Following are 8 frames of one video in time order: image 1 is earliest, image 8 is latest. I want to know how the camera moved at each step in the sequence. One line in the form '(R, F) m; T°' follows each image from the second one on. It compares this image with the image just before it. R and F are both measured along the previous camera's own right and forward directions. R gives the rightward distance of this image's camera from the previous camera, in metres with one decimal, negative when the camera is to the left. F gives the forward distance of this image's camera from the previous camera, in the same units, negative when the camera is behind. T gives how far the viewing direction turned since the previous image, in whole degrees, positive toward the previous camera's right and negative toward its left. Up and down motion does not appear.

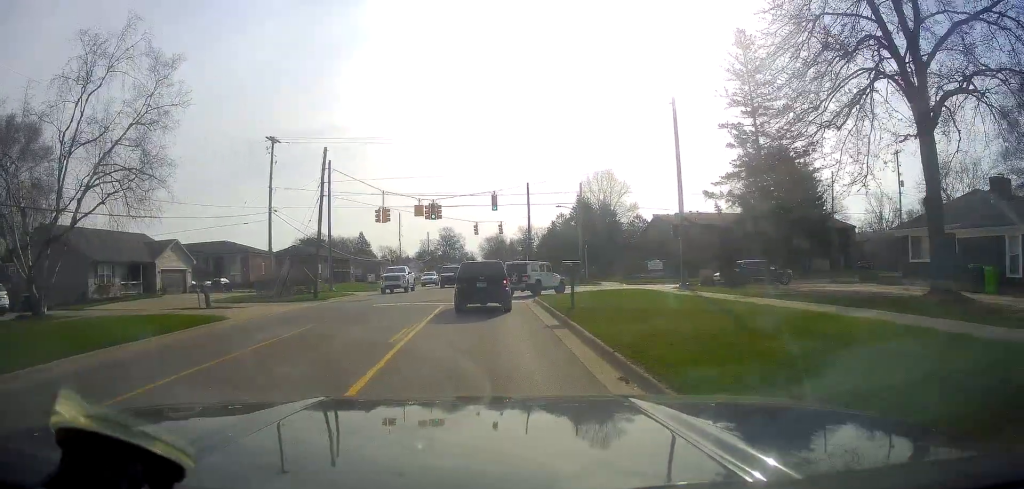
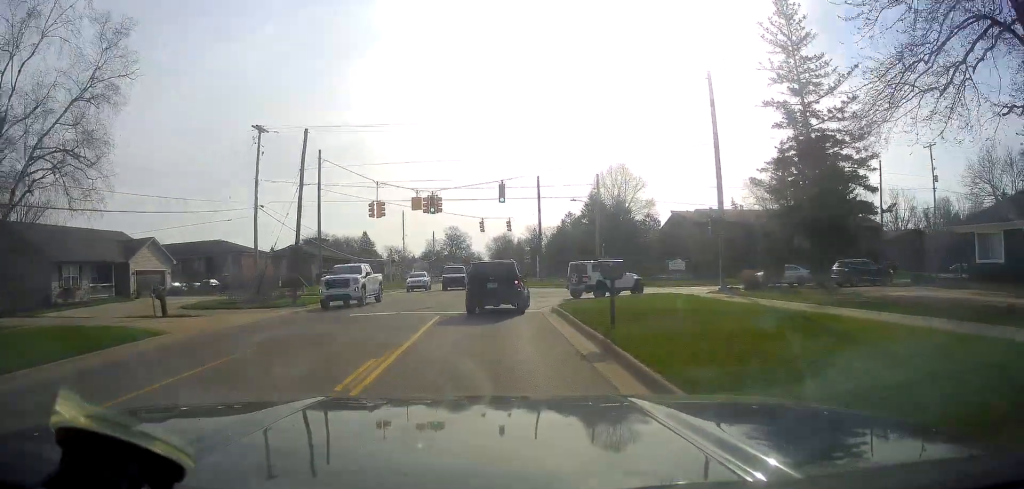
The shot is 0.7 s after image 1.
(0.0, +5.1) m; 0°
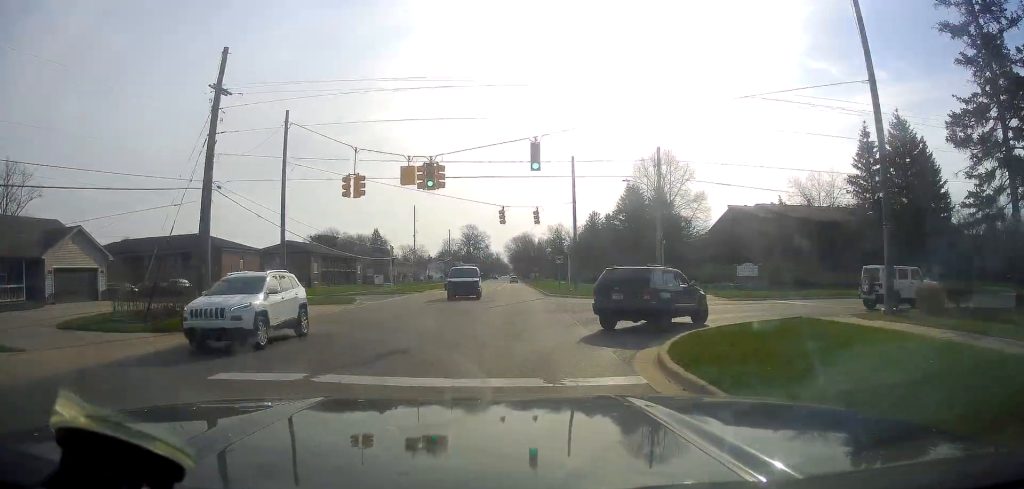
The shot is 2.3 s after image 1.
(0.0, +11.9) m; 0°
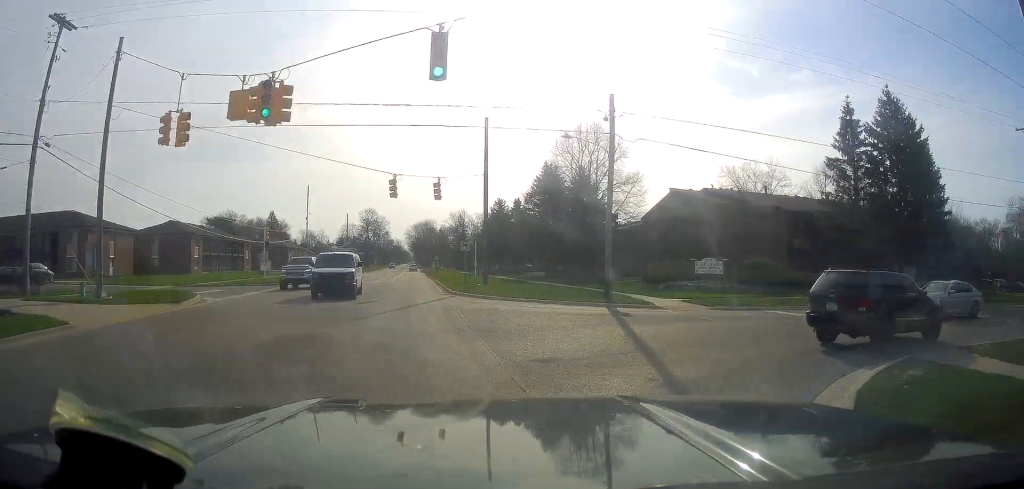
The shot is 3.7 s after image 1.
(+0.1, +10.3) m; +8°
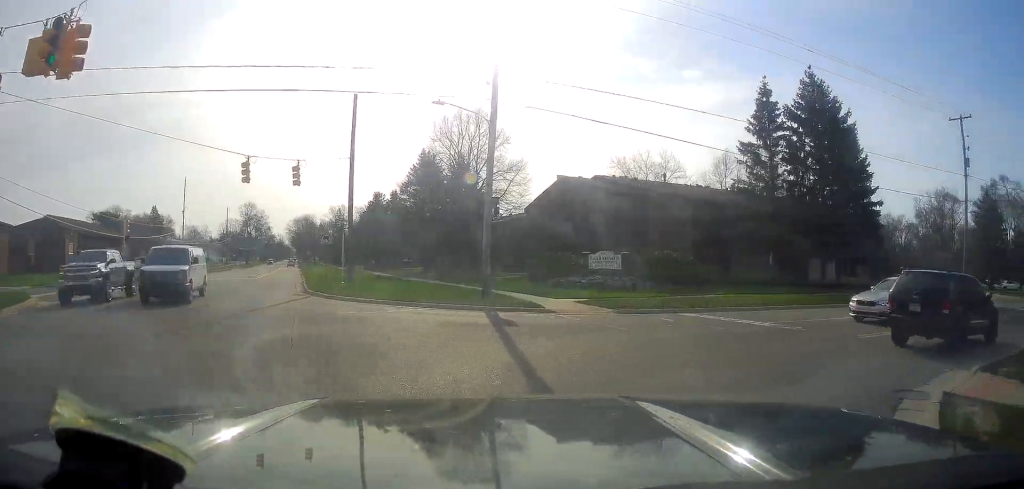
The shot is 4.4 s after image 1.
(-0.3, +4.6) m; +15°
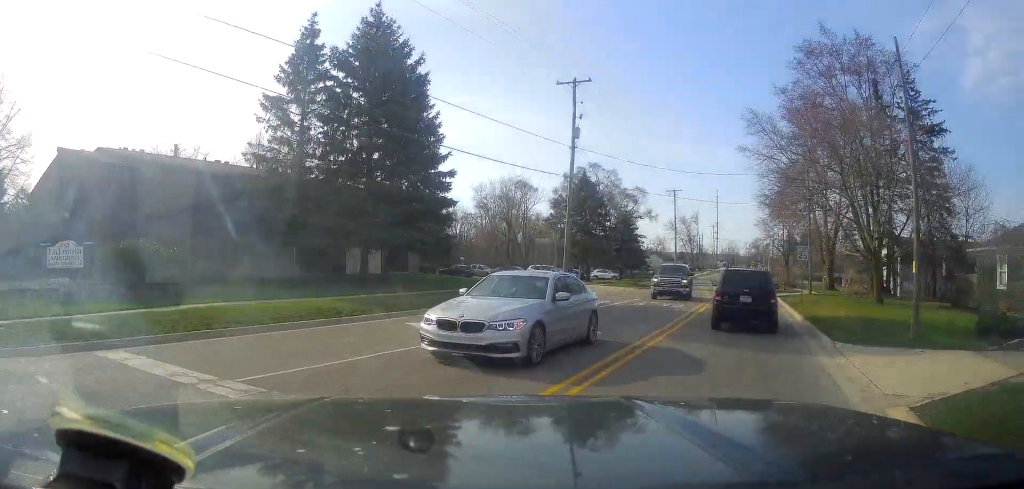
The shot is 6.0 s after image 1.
(+4.4, +9.1) m; +41°
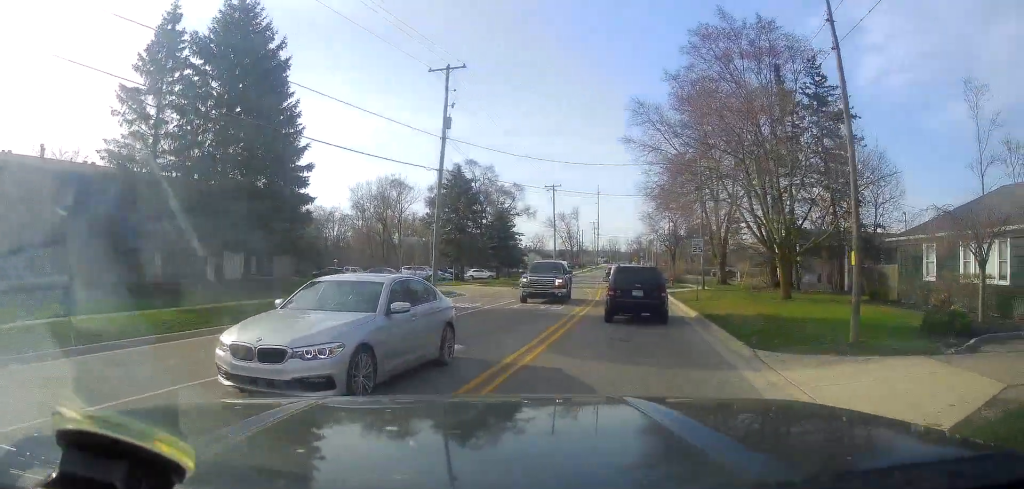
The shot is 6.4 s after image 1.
(-0.1, +2.7) m; +9°
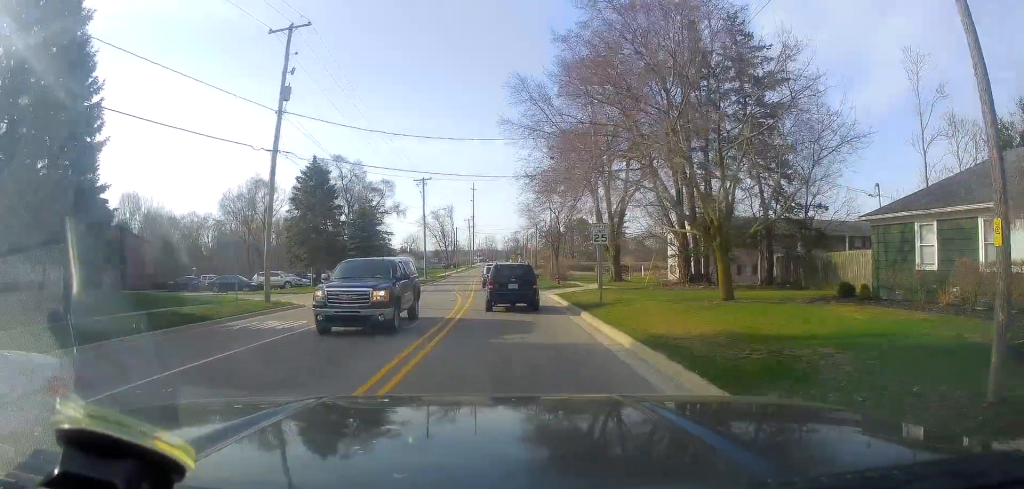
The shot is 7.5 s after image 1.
(+1.4, +7.1) m; +15°
